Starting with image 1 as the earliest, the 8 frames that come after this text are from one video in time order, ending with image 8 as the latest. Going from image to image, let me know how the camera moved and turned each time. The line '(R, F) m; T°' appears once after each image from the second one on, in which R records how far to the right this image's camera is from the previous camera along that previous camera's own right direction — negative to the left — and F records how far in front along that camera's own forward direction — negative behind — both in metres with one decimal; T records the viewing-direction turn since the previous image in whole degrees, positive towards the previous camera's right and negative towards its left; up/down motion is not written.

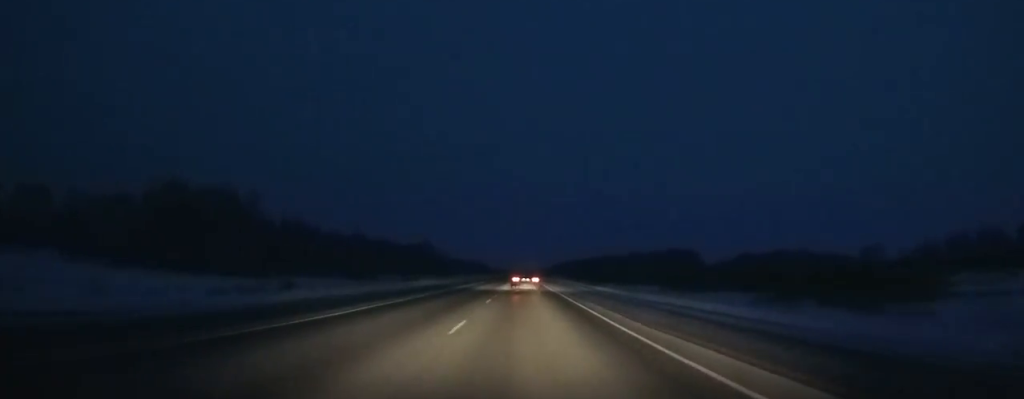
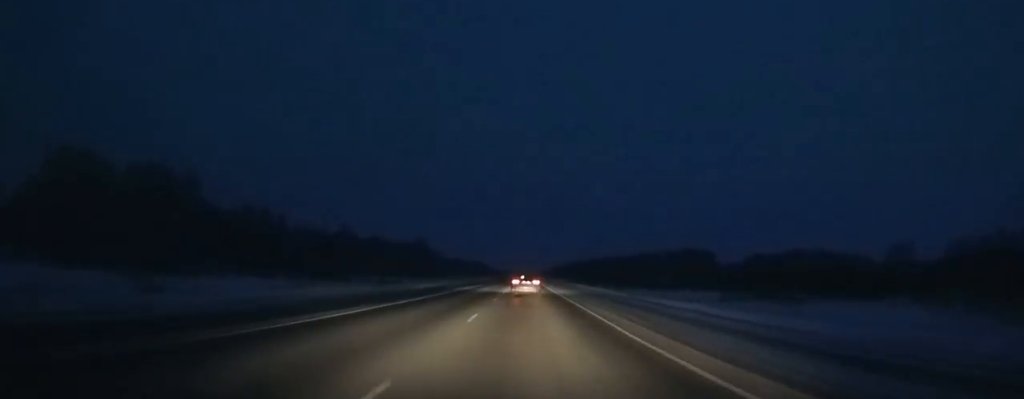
(-0.1, +31.7) m; 0°
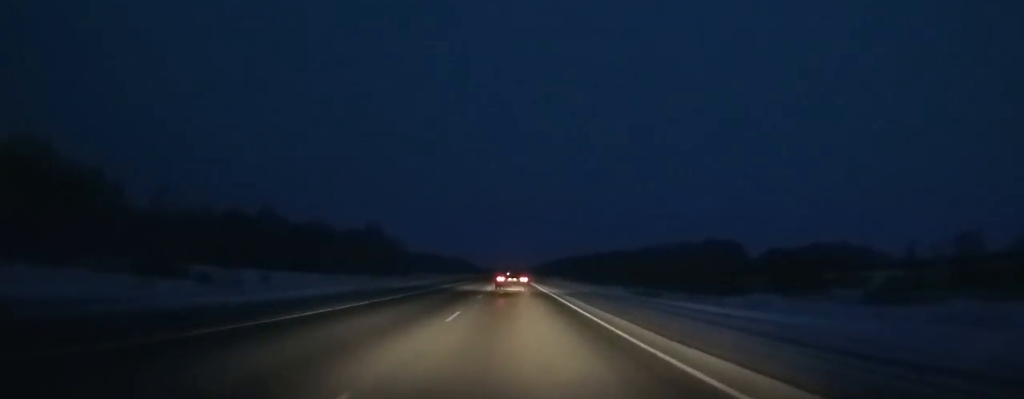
(+0.2, +84.5) m; 0°
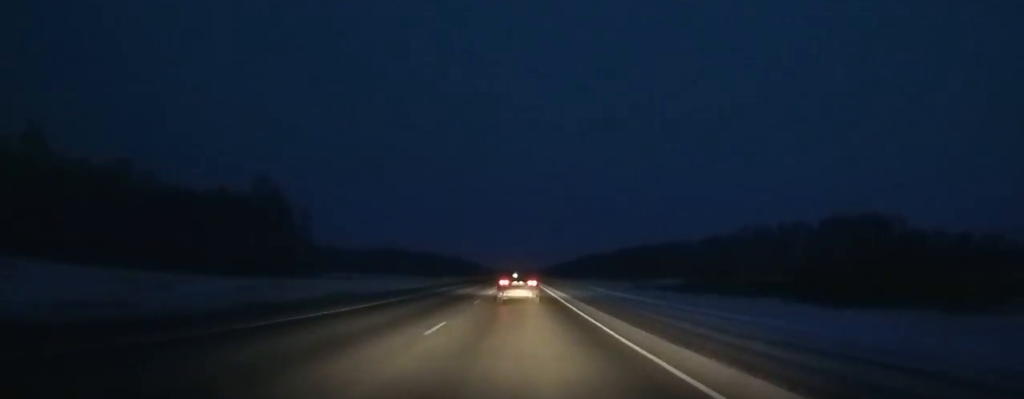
(-0.4, +133.2) m; 0°
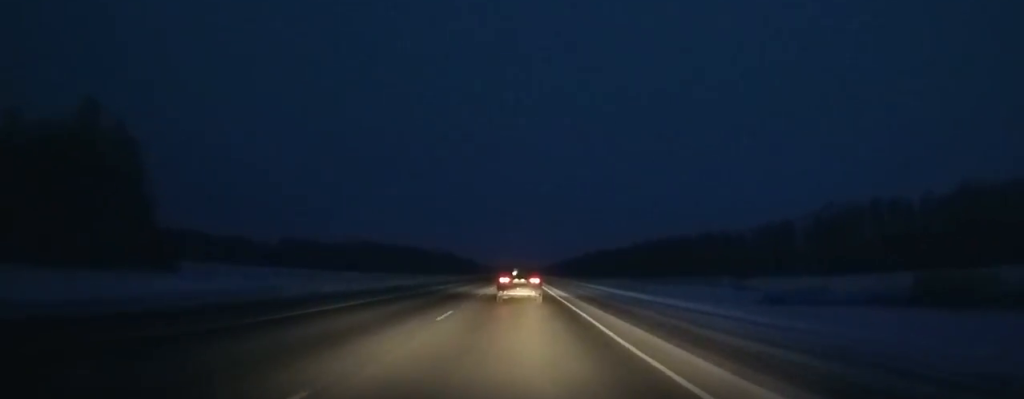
(-0.1, +68.3) m; 0°
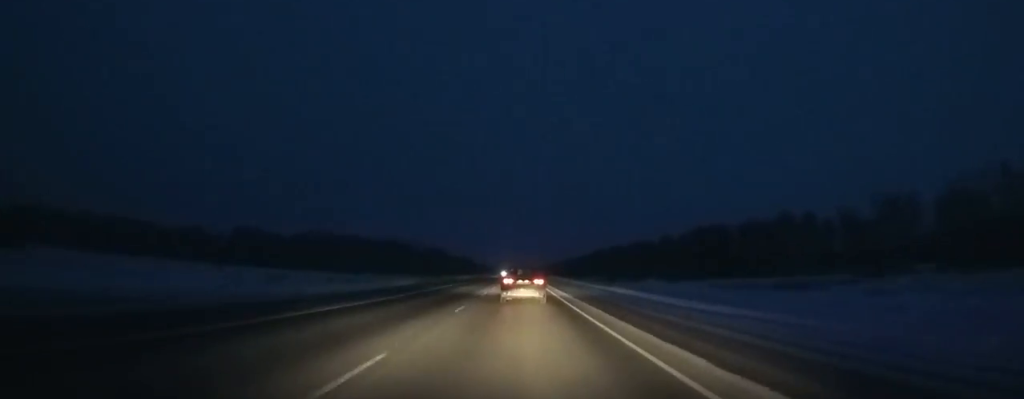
(+0.2, +81.1) m; 0°
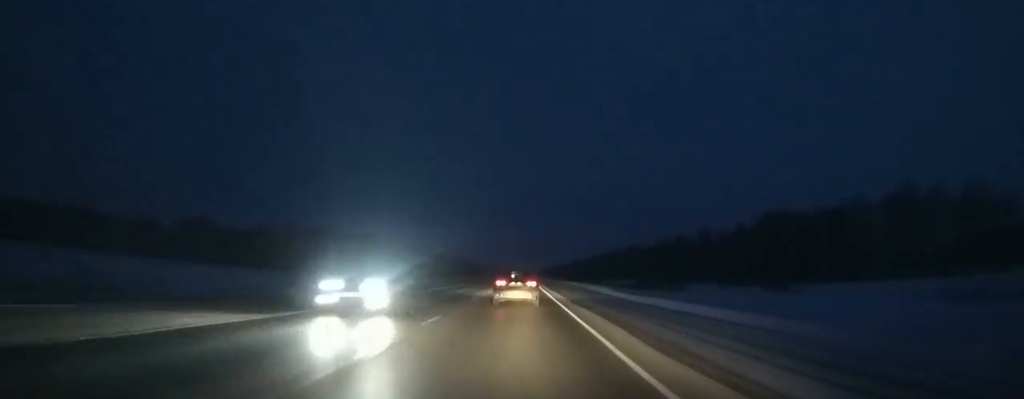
(-0.2, +62.5) m; 0°
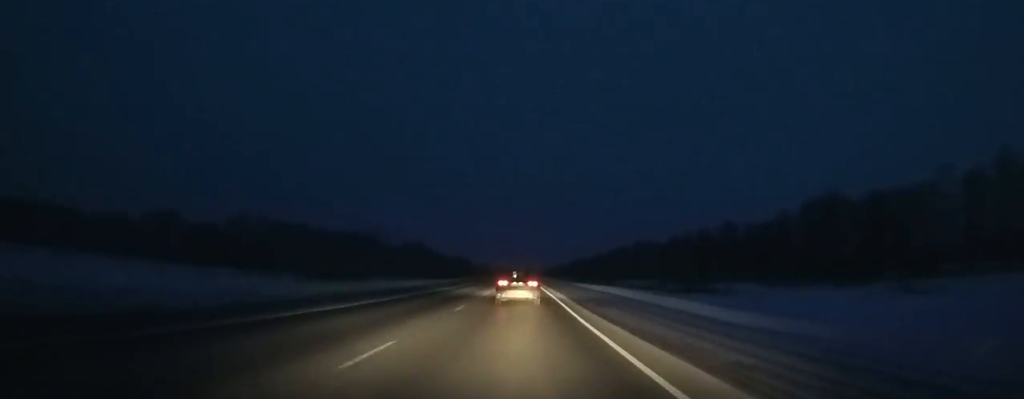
(0.0, +31.2) m; 0°
